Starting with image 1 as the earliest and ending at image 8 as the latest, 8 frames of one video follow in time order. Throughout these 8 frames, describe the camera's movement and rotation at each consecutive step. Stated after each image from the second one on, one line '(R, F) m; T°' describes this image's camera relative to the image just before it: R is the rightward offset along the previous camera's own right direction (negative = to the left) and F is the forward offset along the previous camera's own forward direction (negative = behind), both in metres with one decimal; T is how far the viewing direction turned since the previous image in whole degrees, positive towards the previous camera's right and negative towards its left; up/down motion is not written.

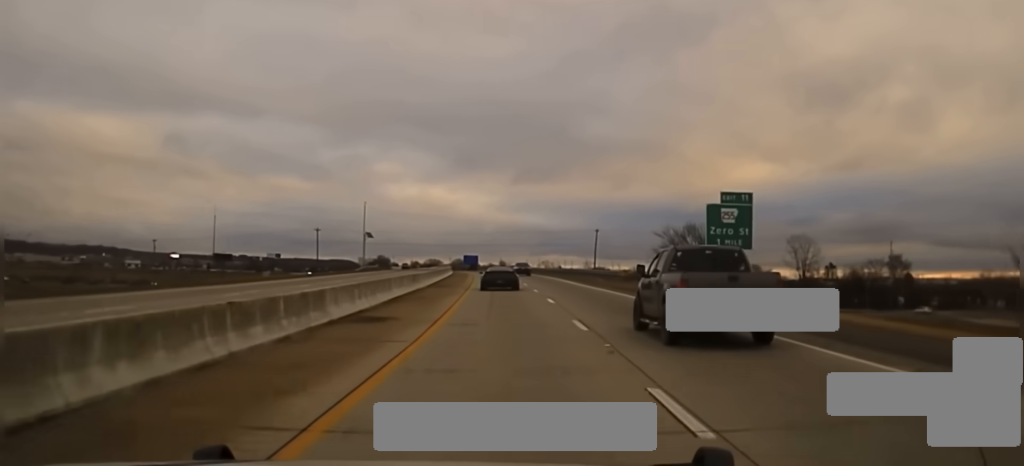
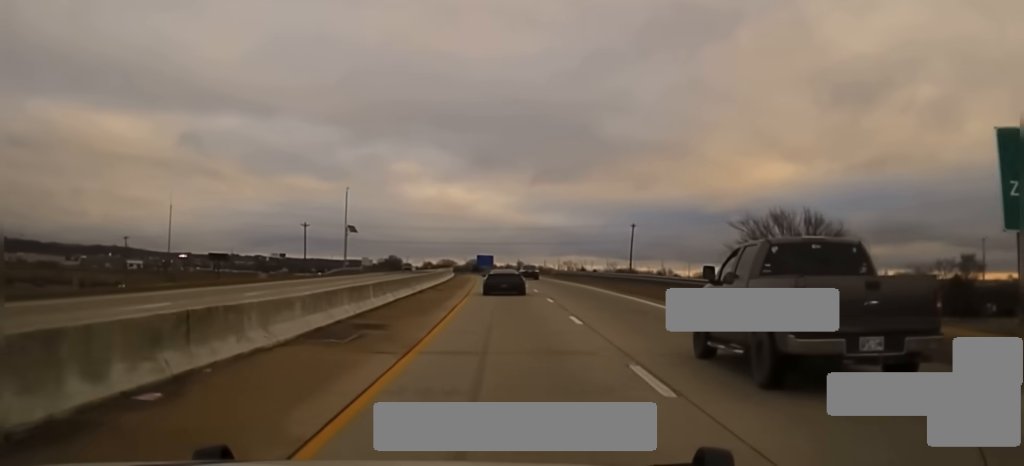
(-0.8, +34.0) m; -1°
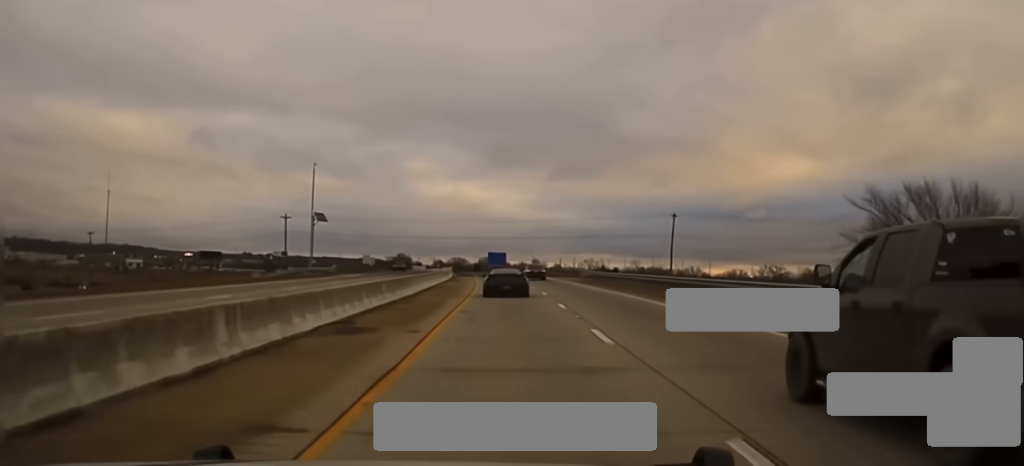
(-0.2, +29.9) m; -1°
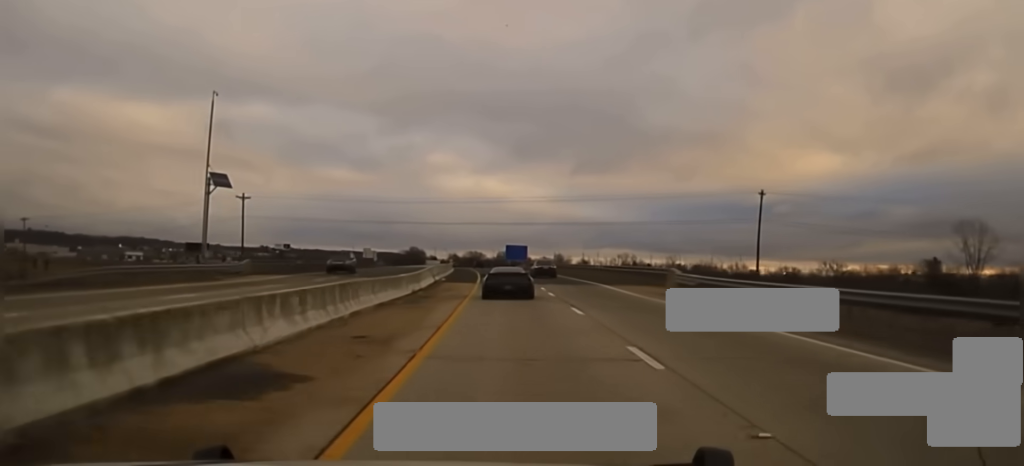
(-0.2, +40.7) m; -1°
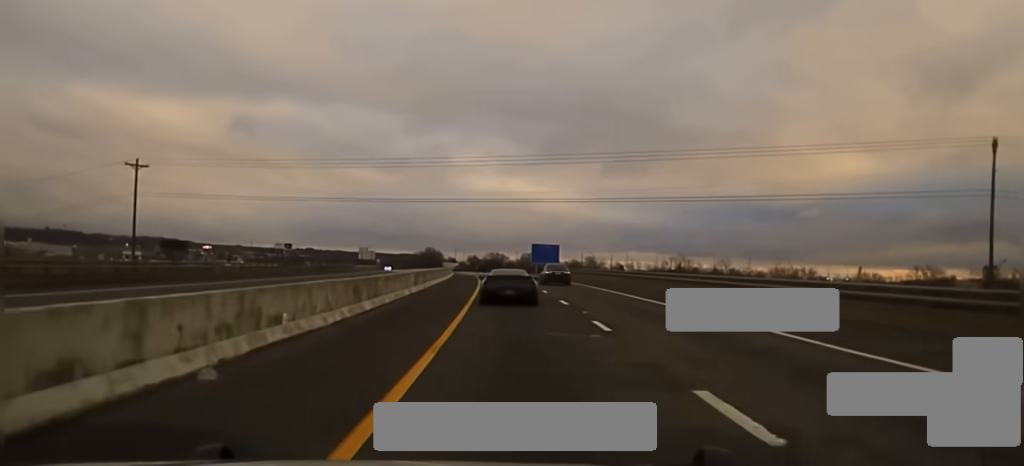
(-0.8, +48.2) m; -1°
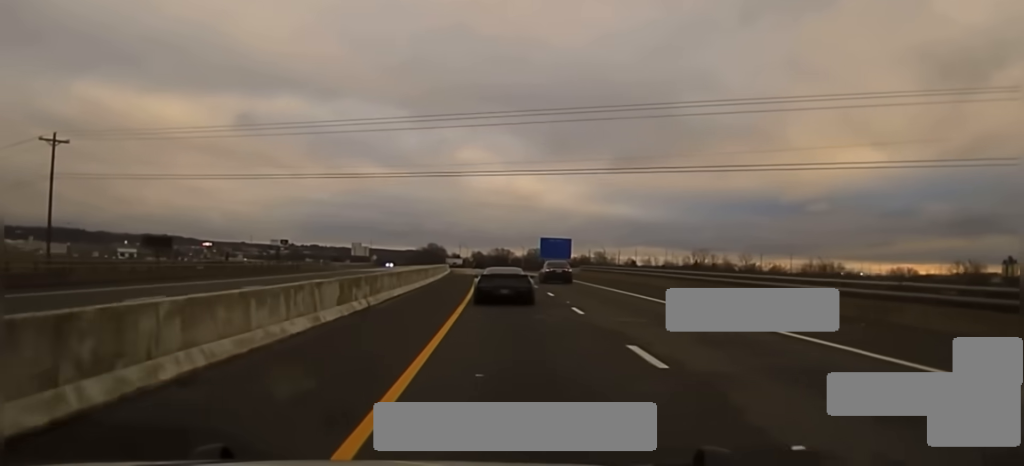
(0.0, +19.2) m; 0°
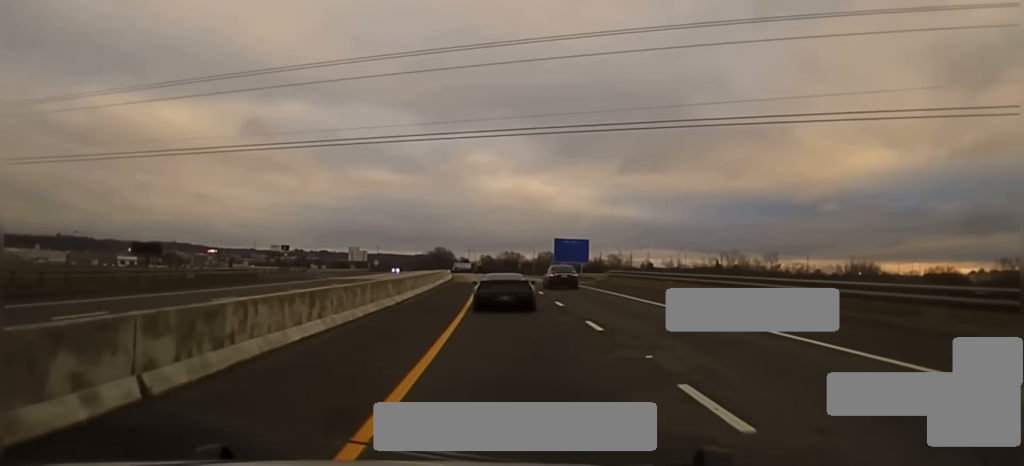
(+0.1, +17.0) m; 0°
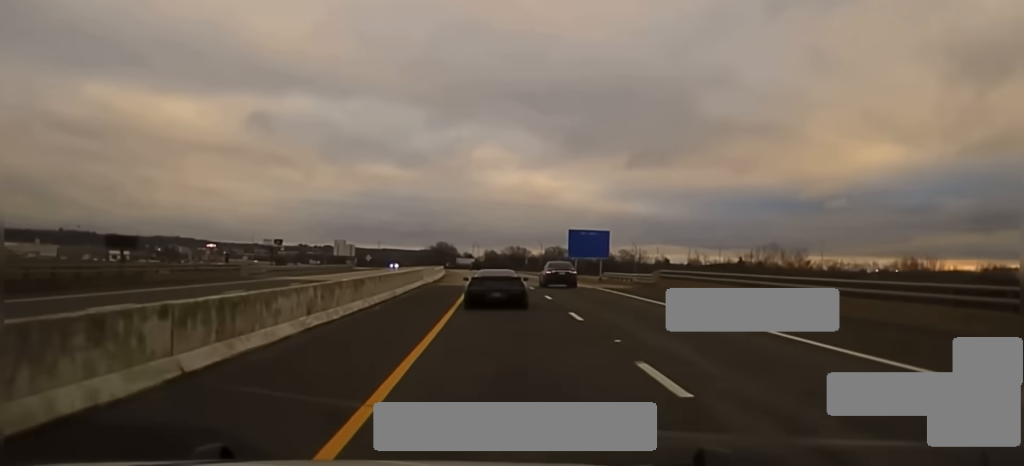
(-0.2, +22.3) m; -1°
